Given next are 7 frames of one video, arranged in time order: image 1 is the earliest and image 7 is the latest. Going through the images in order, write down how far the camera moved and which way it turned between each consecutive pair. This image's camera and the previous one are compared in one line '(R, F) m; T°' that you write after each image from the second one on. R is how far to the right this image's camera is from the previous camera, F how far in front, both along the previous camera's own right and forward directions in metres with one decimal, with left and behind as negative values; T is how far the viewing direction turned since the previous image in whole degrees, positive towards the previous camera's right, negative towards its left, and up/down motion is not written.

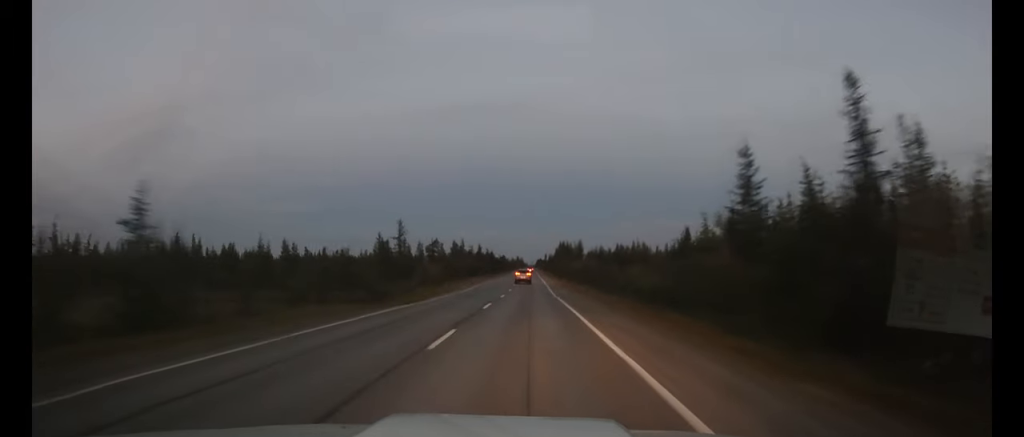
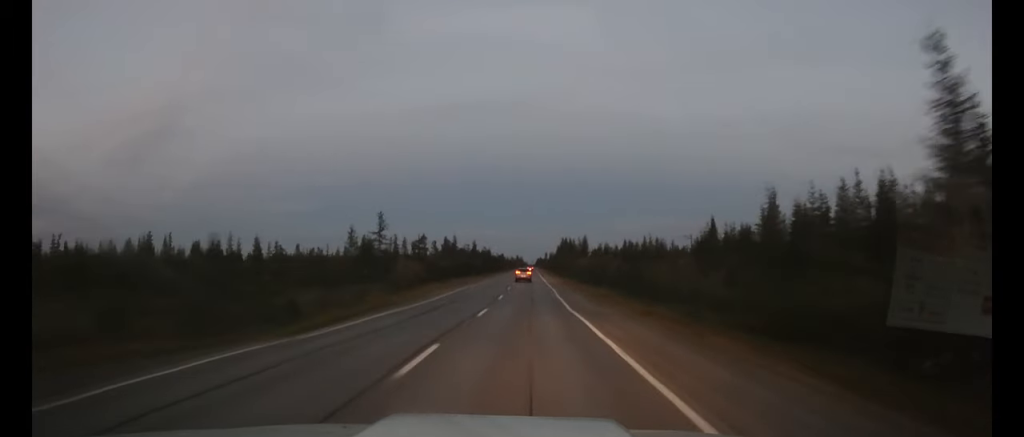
(0.0, +14.7) m; 0°
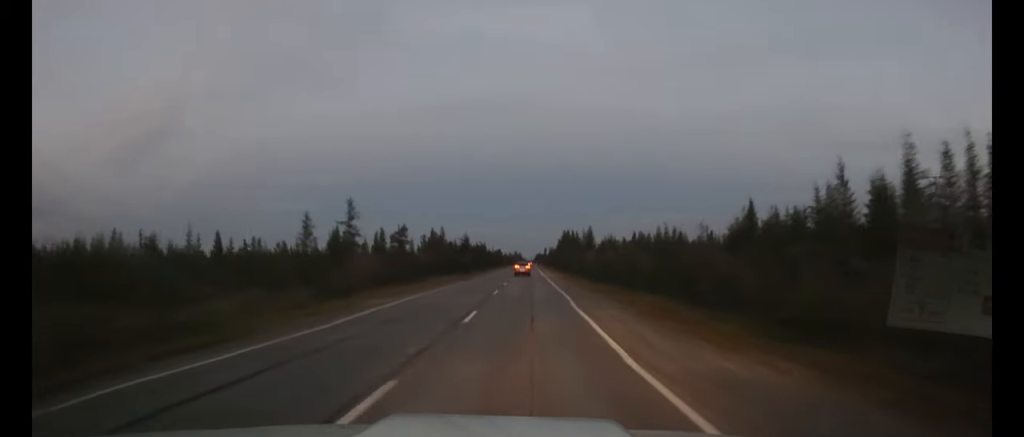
(0.0, +16.2) m; 0°
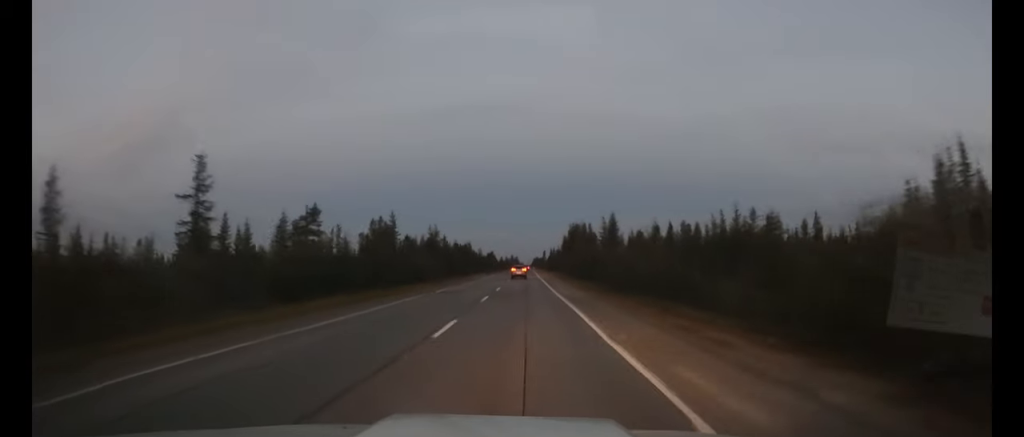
(+0.1, +39.7) m; 0°
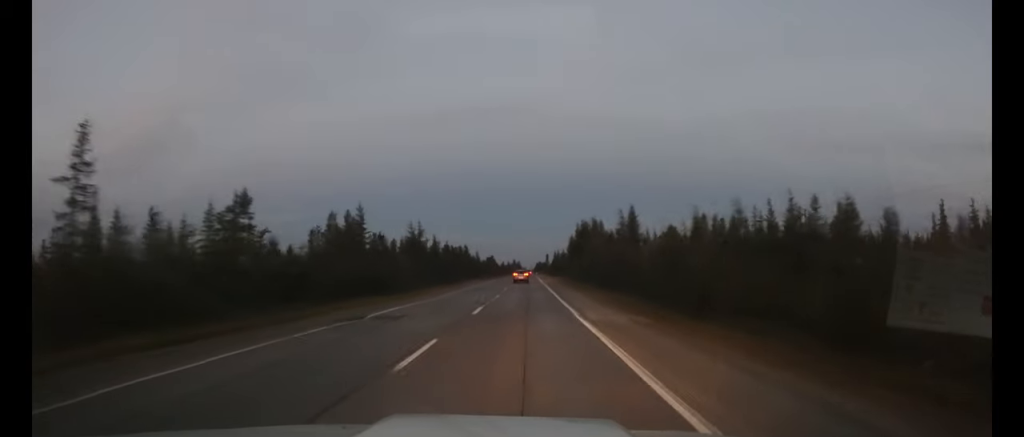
(0.0, +15.7) m; 0°
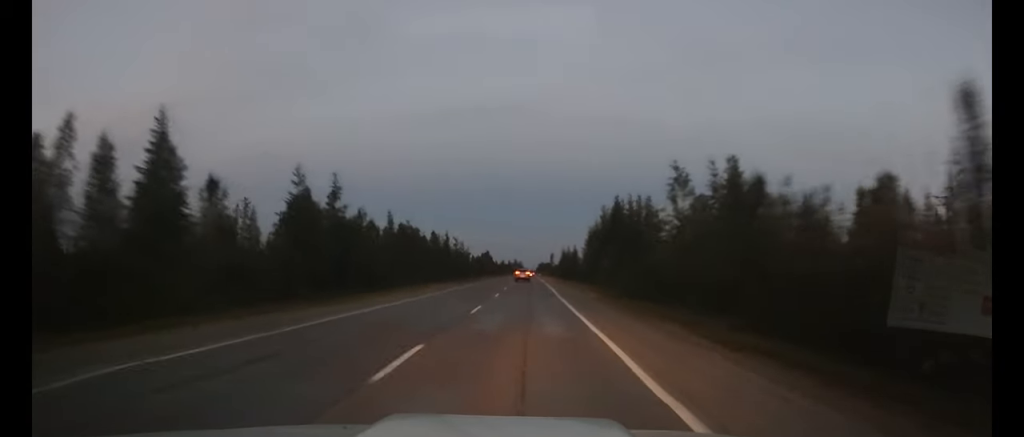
(-0.1, +37.0) m; 0°
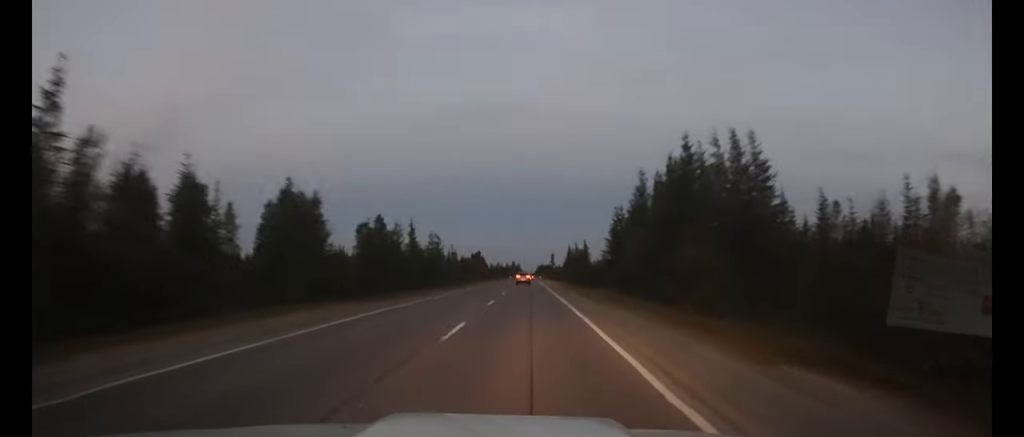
(0.0, +30.6) m; 0°
